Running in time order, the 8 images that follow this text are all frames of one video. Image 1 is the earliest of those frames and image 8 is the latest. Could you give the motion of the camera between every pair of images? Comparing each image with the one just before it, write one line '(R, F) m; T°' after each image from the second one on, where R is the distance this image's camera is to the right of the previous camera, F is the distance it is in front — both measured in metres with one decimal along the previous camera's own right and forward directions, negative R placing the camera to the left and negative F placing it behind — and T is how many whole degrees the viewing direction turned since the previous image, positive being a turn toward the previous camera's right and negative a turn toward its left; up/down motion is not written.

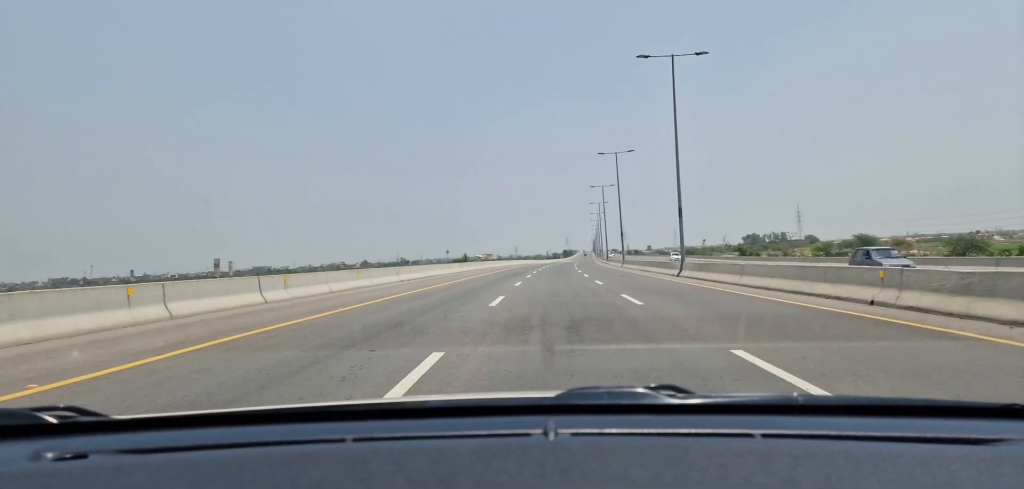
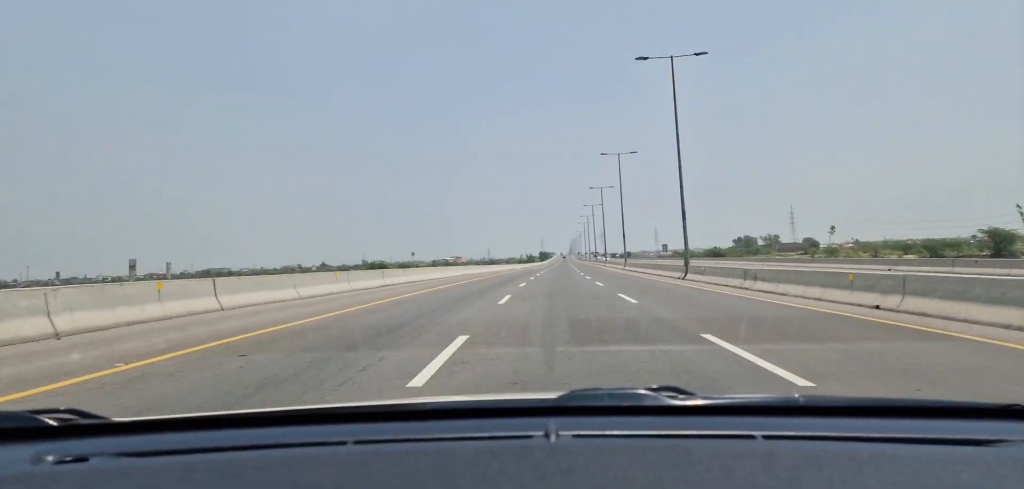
(+1.5, +69.0) m; +2°
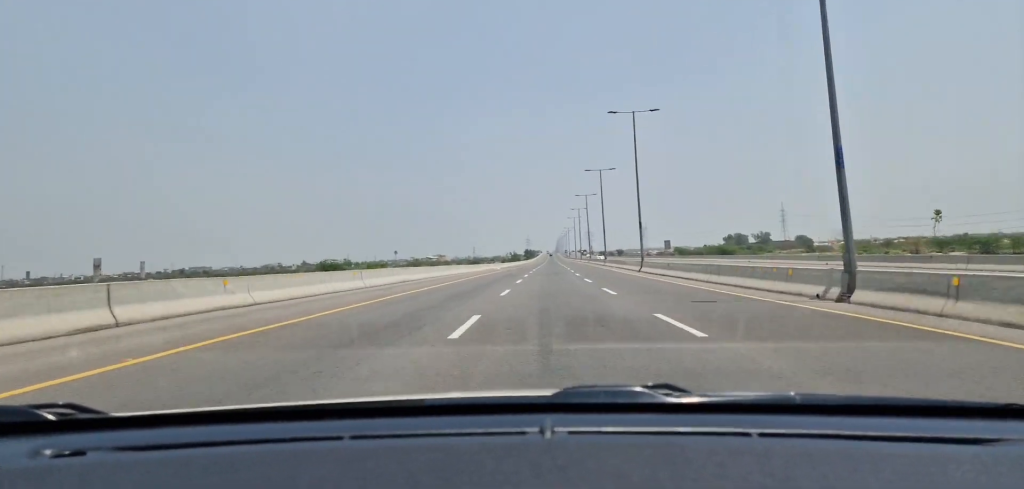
(0.0, +19.7) m; +1°
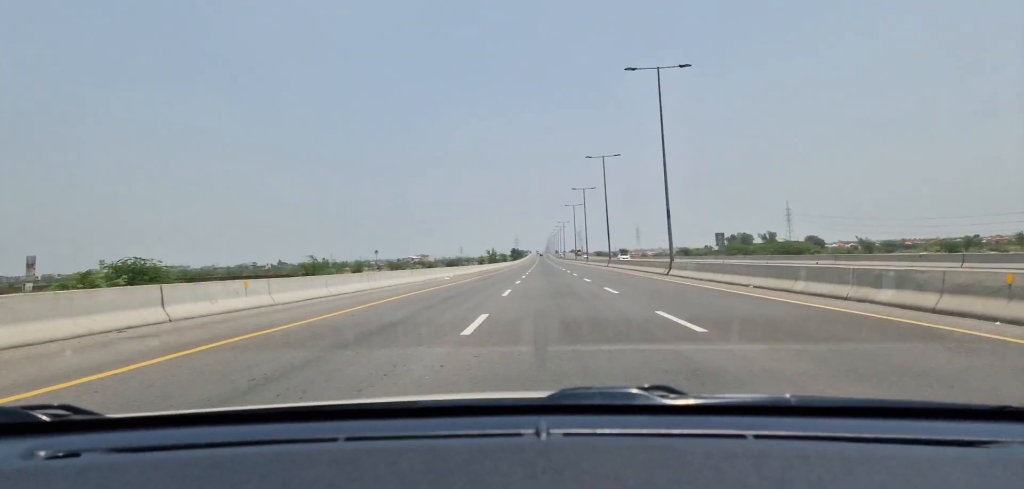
(+0.7, +46.7) m; +2°
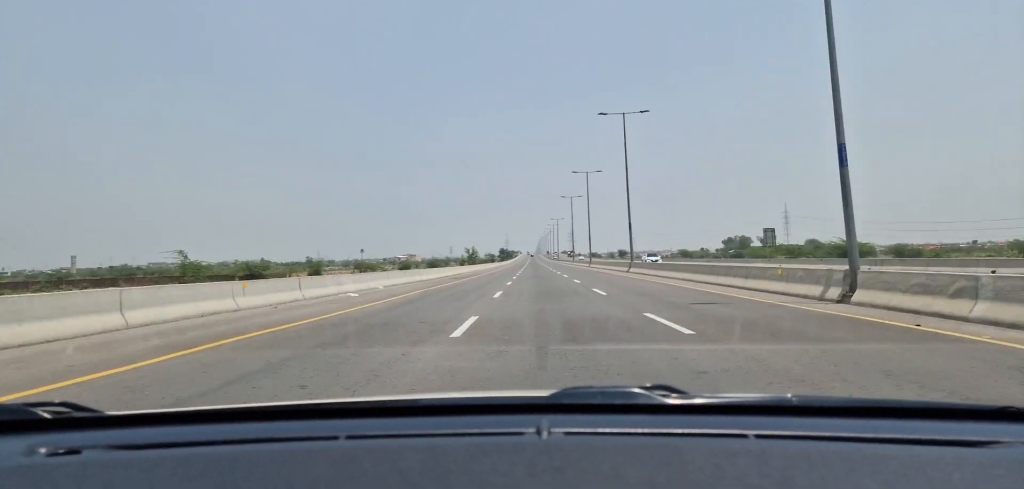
(+0.3, +23.3) m; 0°
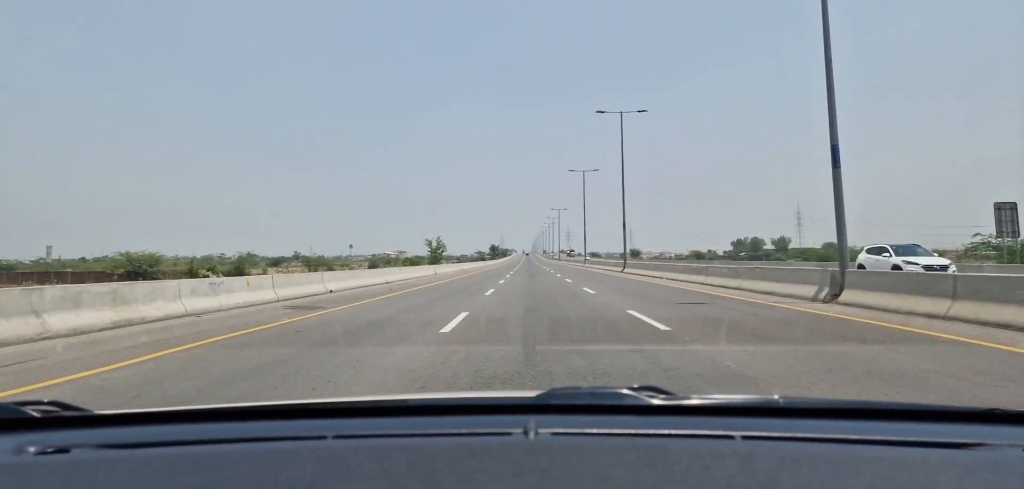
(0.0, +35.7) m; 0°
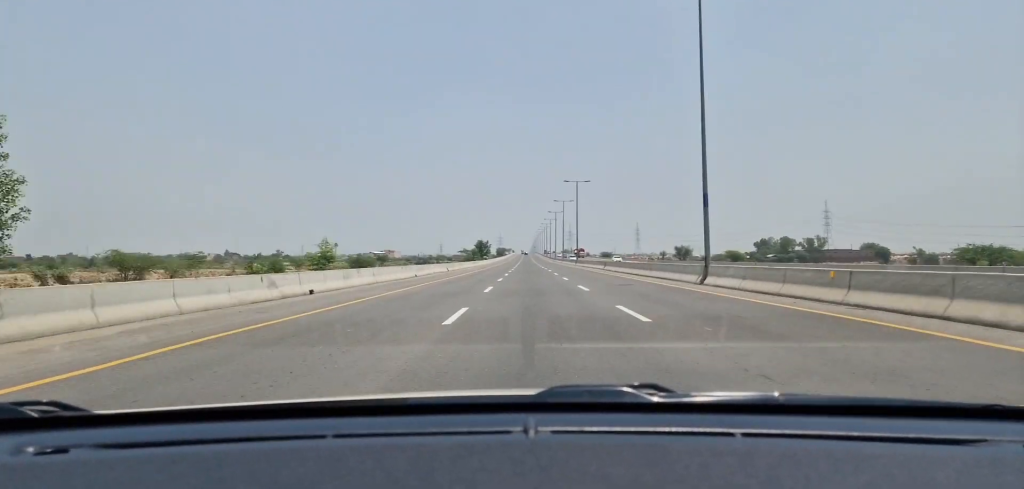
(-0.4, +58.3) m; -1°
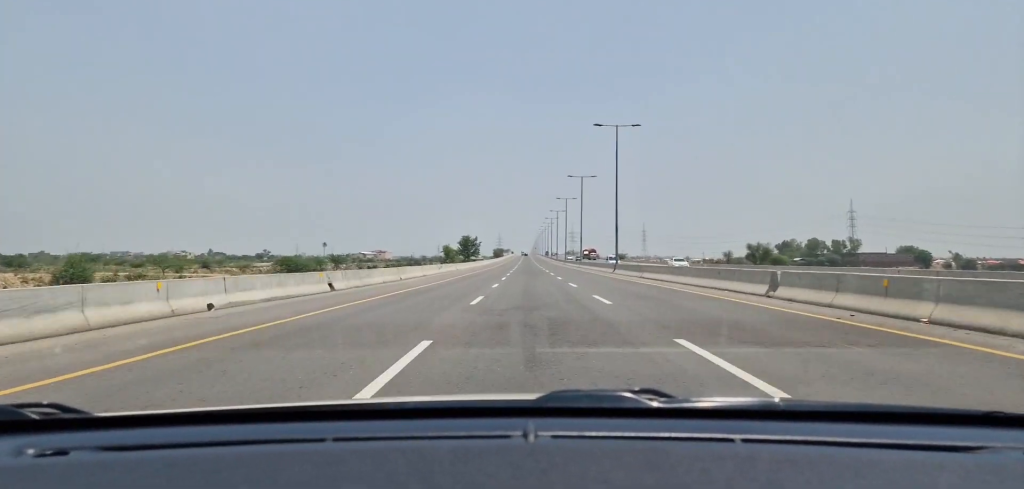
(-0.4, +41.5) m; 0°
